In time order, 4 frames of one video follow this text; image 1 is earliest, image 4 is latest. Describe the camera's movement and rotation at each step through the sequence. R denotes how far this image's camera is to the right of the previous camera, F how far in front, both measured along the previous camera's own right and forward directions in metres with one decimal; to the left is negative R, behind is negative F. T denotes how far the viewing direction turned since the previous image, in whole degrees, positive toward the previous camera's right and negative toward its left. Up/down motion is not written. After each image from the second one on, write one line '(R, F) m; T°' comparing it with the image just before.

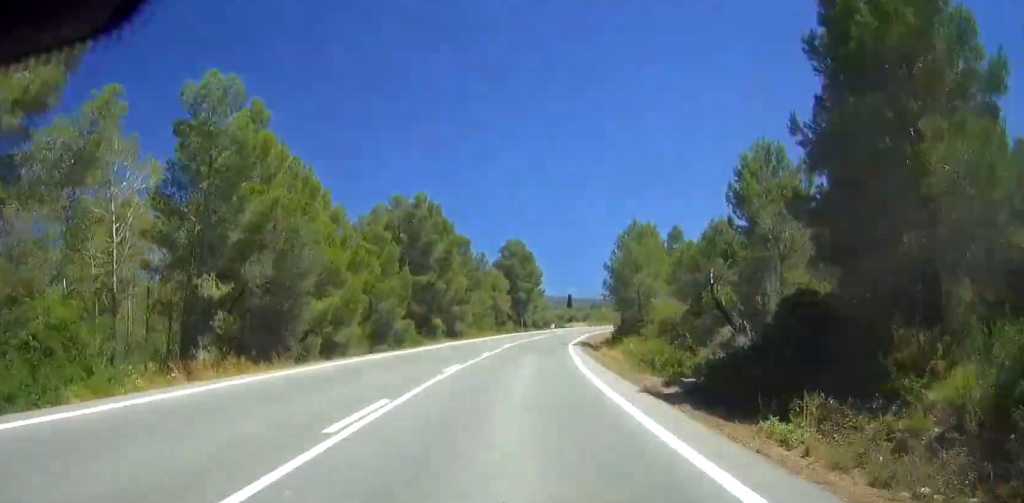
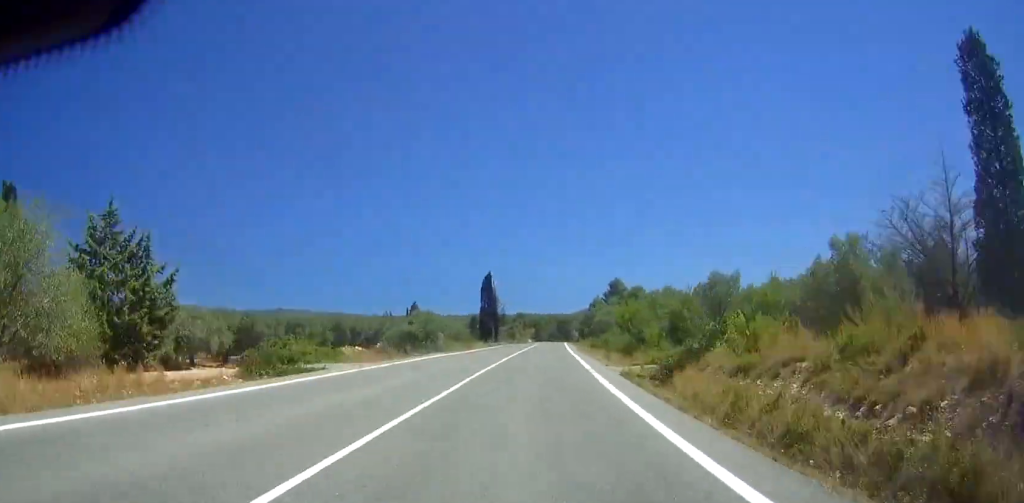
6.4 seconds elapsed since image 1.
(+19.7, +165.6) m; +15°
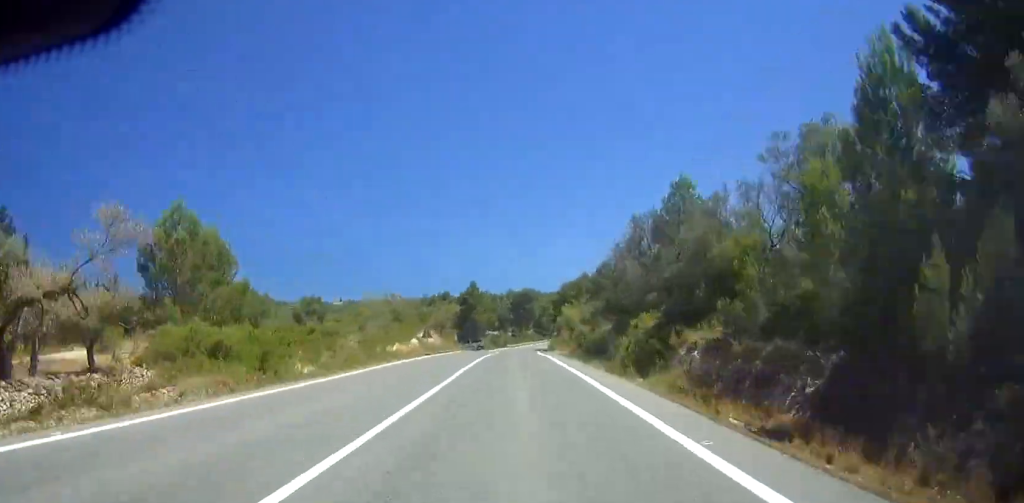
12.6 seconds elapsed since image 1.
(+9.2, +160.3) m; +4°
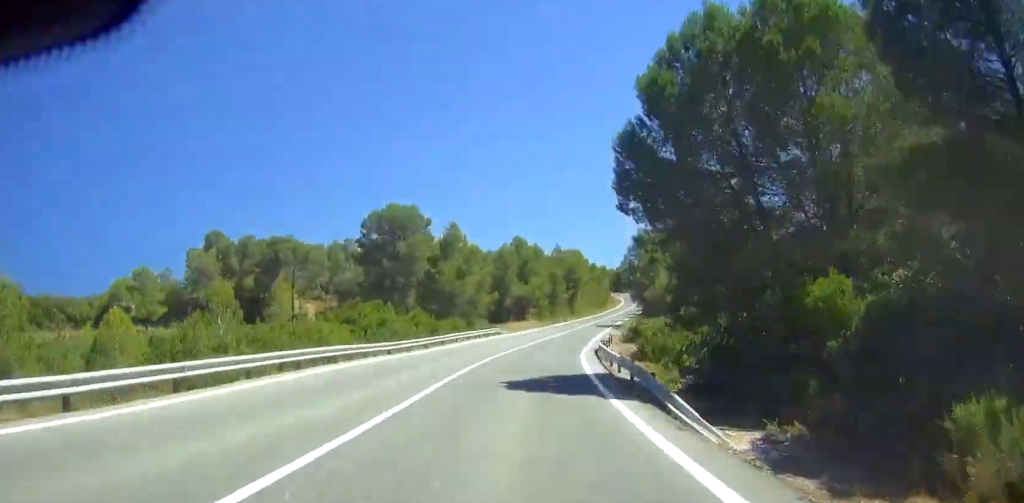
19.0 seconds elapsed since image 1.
(+9.4, +160.5) m; +10°
